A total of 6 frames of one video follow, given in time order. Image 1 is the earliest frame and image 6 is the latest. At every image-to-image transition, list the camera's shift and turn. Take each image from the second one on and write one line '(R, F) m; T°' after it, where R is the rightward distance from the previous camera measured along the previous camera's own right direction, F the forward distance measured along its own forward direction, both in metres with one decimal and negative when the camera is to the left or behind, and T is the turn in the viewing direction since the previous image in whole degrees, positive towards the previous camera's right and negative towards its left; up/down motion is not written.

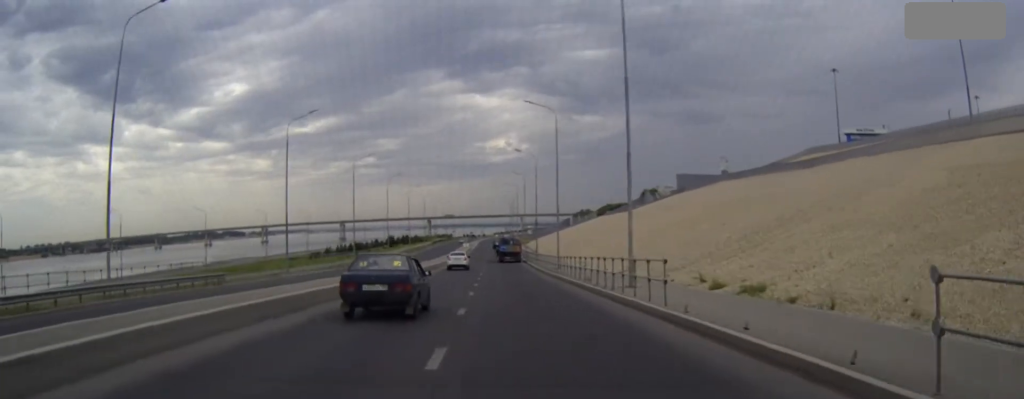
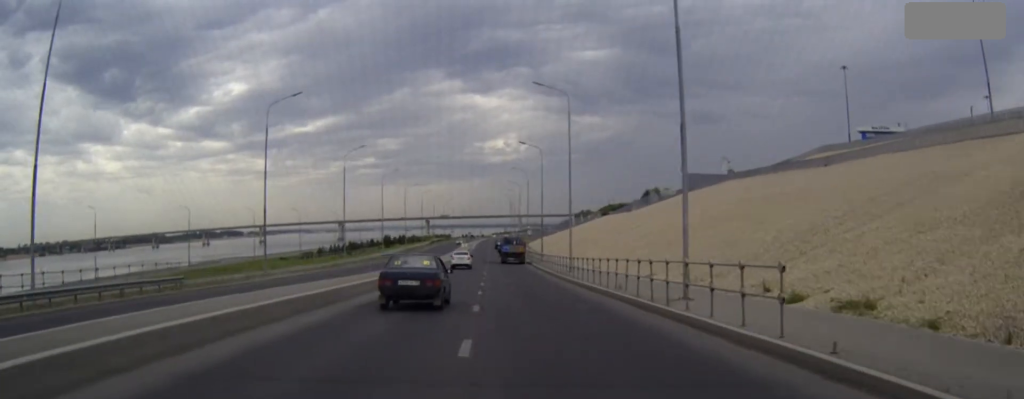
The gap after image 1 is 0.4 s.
(0.0, +6.8) m; 0°
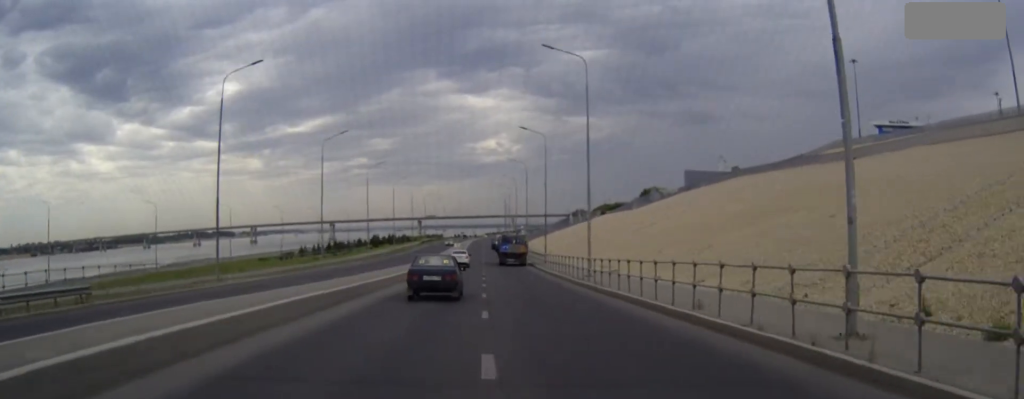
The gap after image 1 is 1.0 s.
(0.0, +9.7) m; 0°
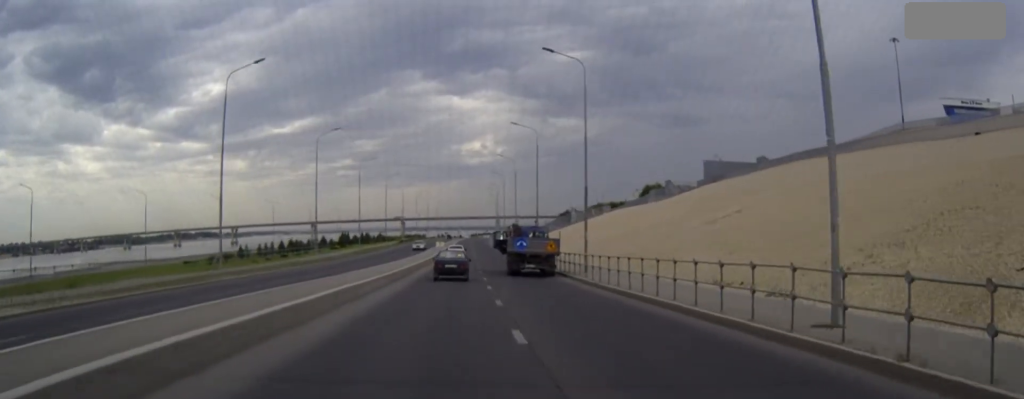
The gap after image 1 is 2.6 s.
(+0.3, +28.8) m; +1°
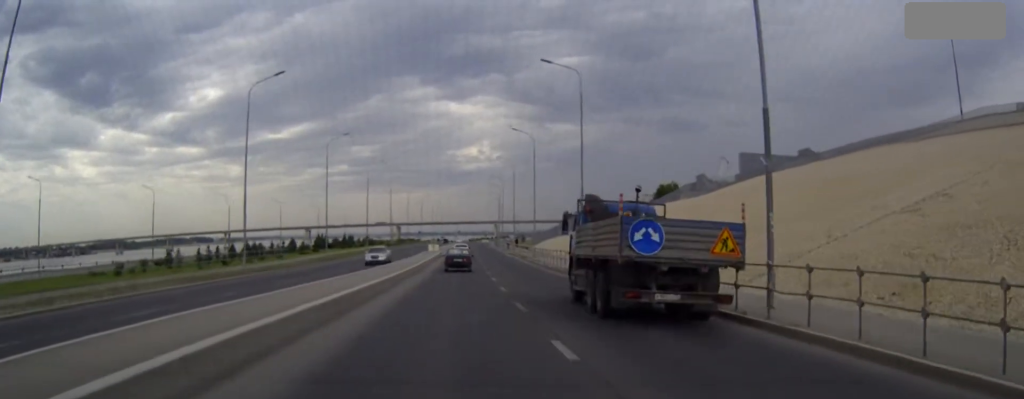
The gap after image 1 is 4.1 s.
(+0.1, +25.6) m; +1°
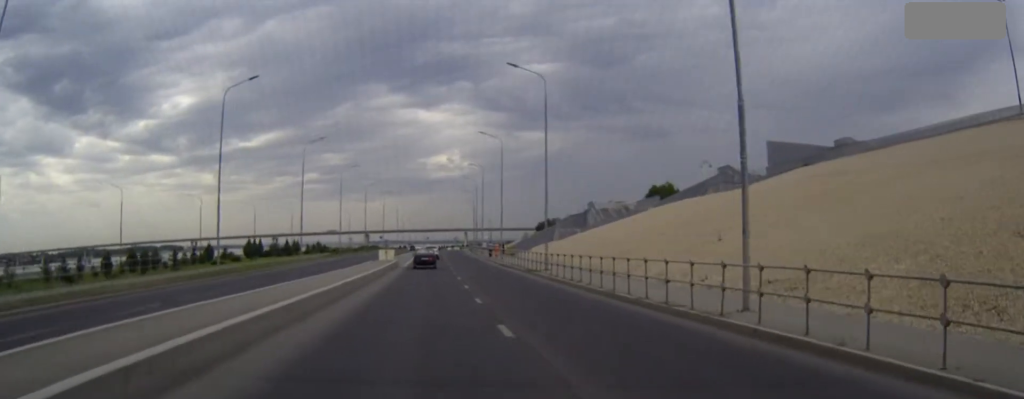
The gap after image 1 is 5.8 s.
(+0.5, +29.4) m; +2°
